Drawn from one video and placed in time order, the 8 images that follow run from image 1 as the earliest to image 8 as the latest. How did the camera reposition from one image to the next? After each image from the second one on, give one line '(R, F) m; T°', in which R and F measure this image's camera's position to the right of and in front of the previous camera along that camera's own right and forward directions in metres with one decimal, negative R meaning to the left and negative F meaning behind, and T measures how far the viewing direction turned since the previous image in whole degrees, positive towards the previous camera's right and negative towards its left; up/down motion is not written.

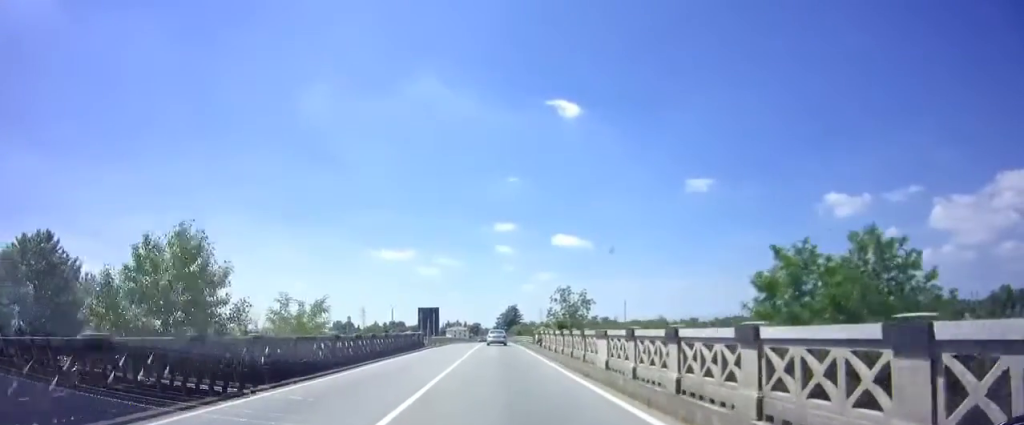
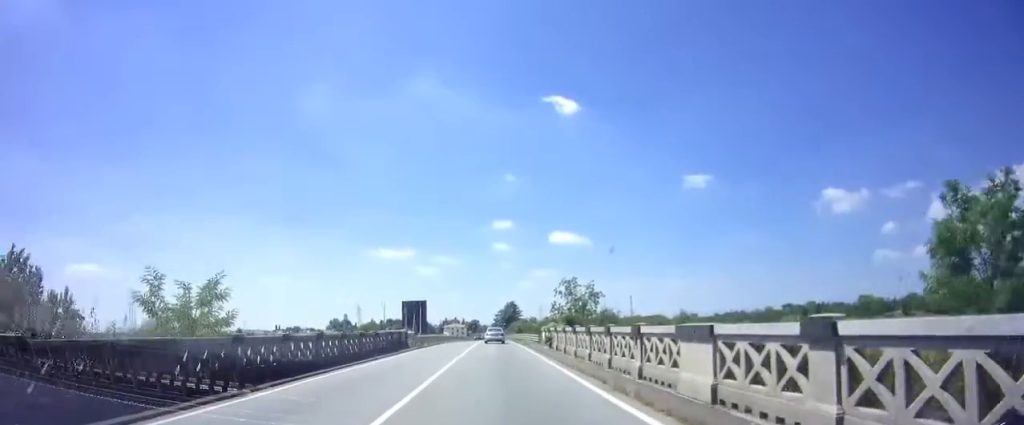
(-0.2, +8.2) m; 0°
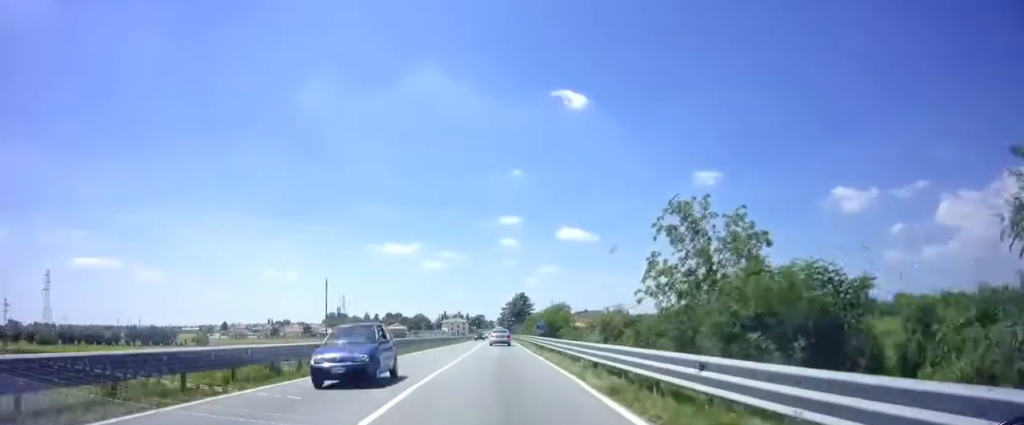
(+0.1, +47.0) m; 0°
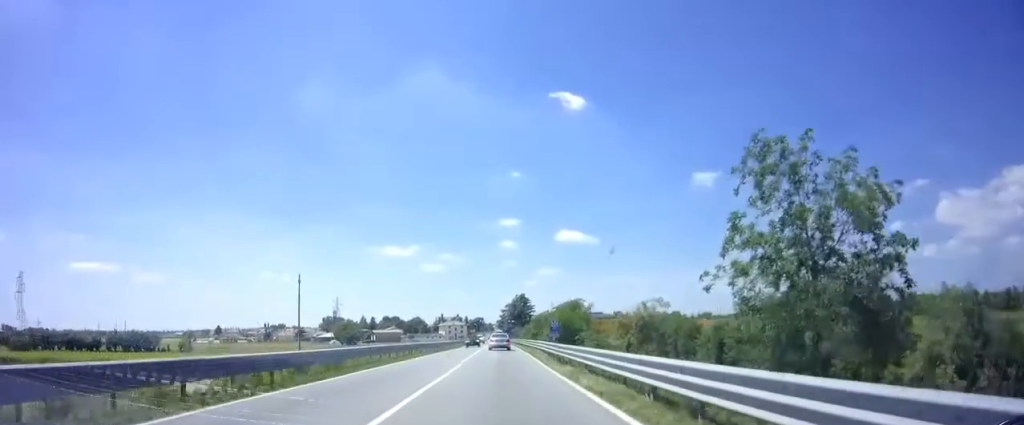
(-0.1, +10.9) m; +1°
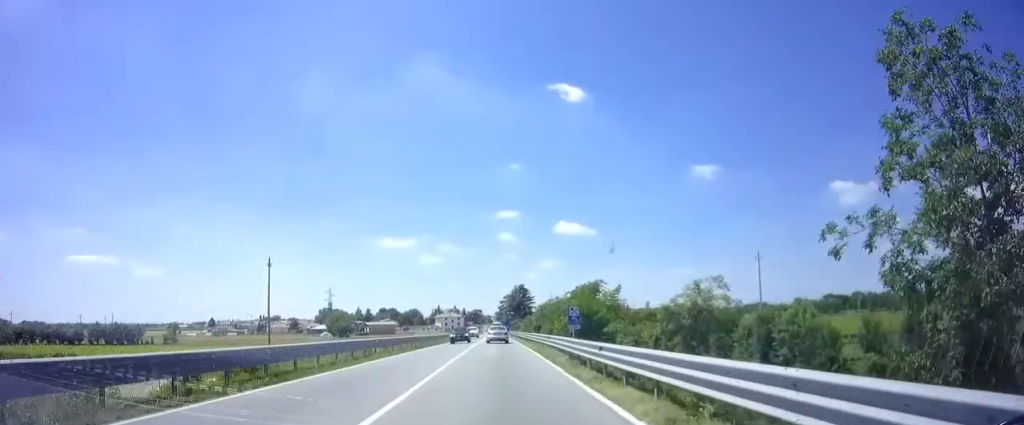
(+0.3, +9.0) m; 0°
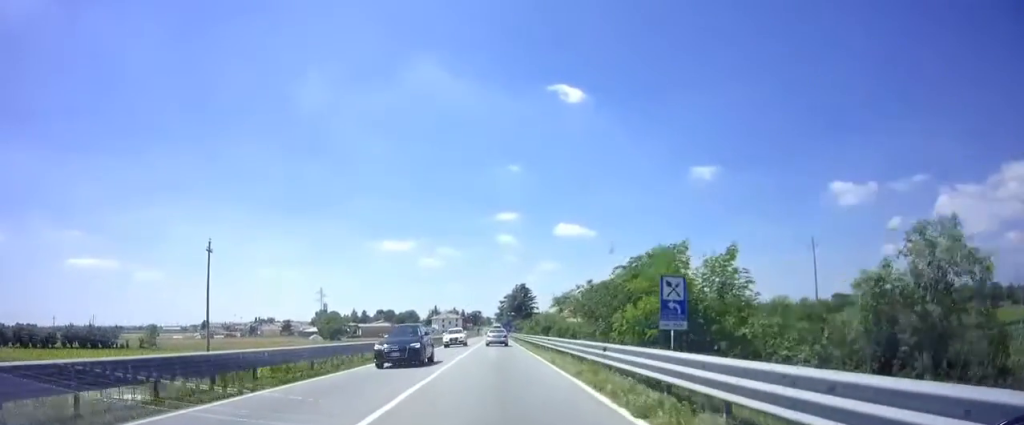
(+0.1, +15.0) m; -1°
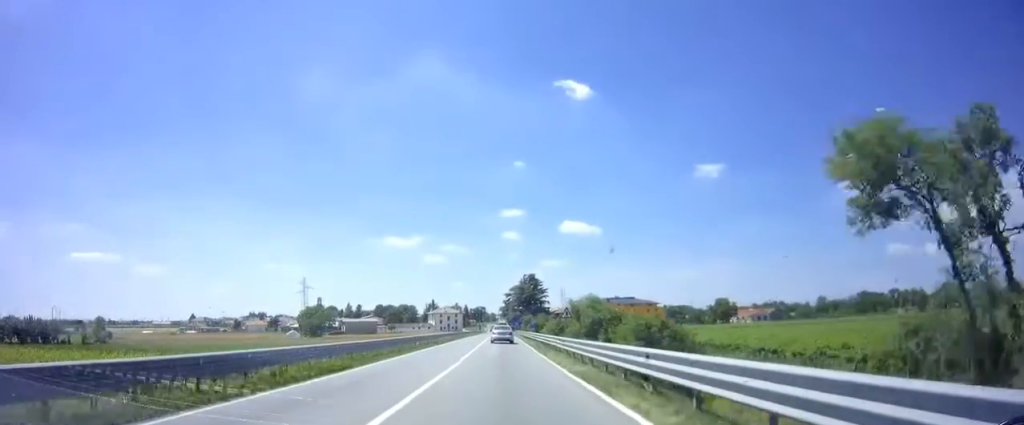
(-1.0, +29.2) m; 0°
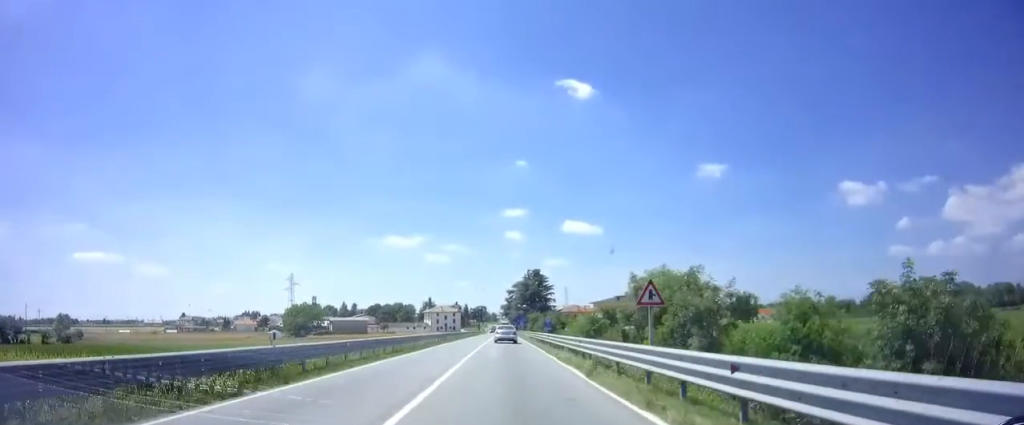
(+0.8, +16.6) m; +1°
